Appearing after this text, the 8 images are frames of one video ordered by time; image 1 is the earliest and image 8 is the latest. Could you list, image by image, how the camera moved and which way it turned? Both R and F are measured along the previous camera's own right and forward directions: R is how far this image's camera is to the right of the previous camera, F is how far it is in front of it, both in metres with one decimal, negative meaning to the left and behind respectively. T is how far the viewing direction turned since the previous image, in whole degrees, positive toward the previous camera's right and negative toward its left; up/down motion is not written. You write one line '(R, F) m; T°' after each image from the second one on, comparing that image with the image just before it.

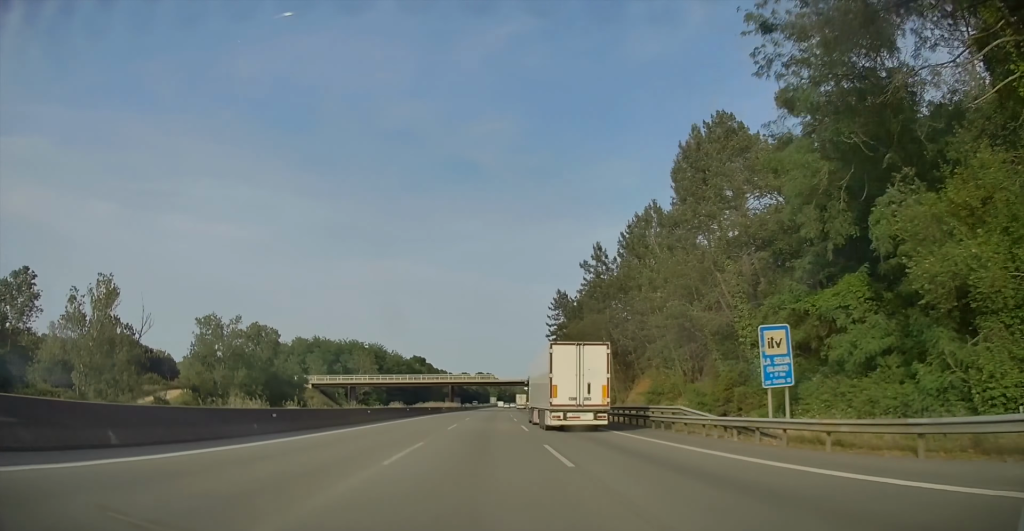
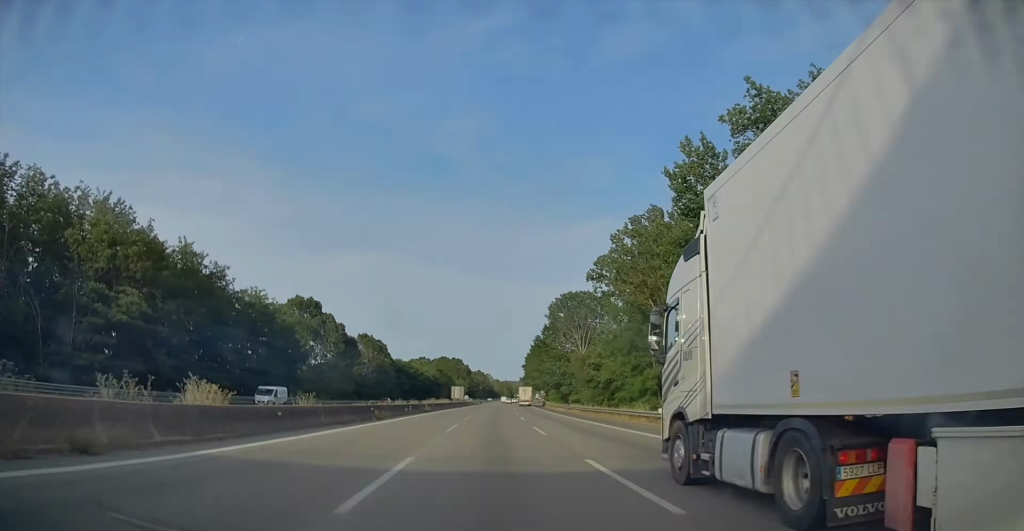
(+3.3, +122.9) m; +2°
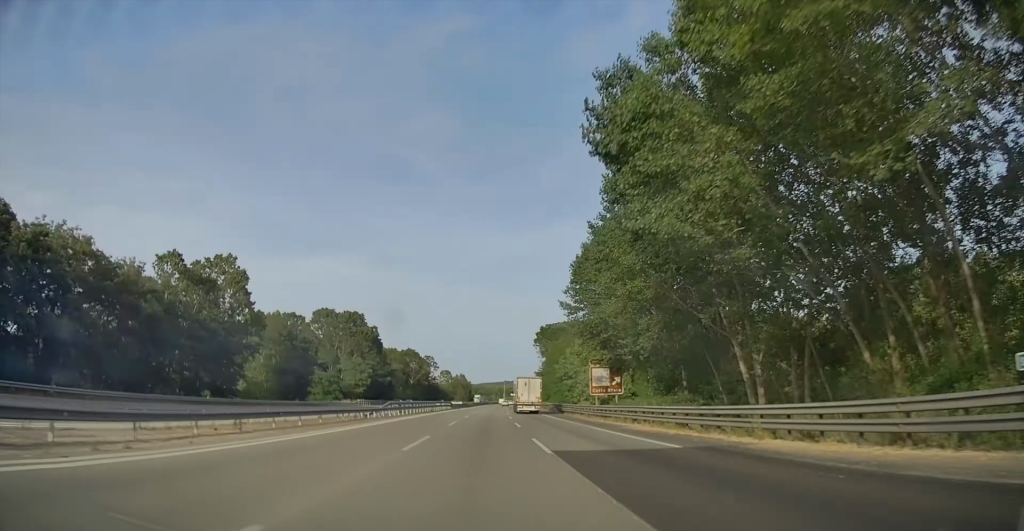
(+5.4, +188.1) m; +3°
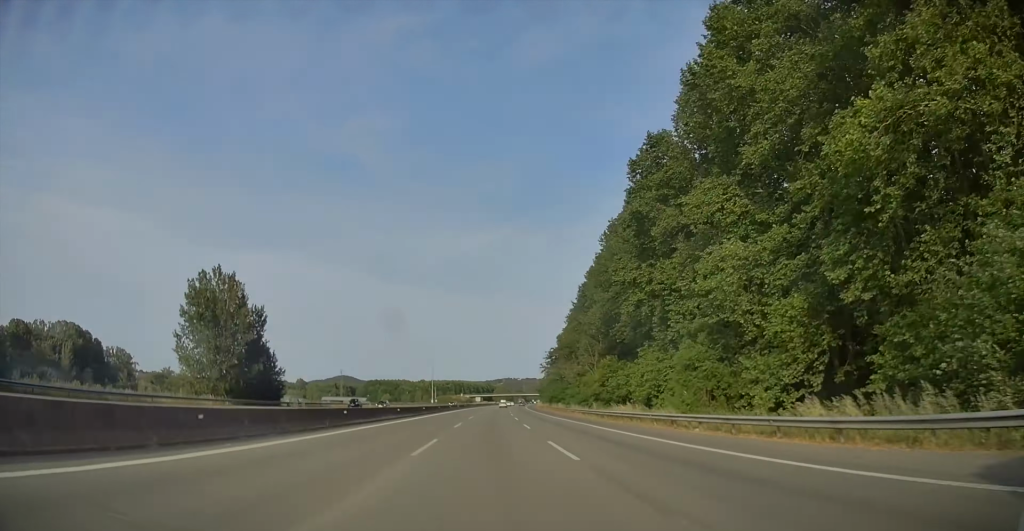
(+11.4, +265.6) m; +5°
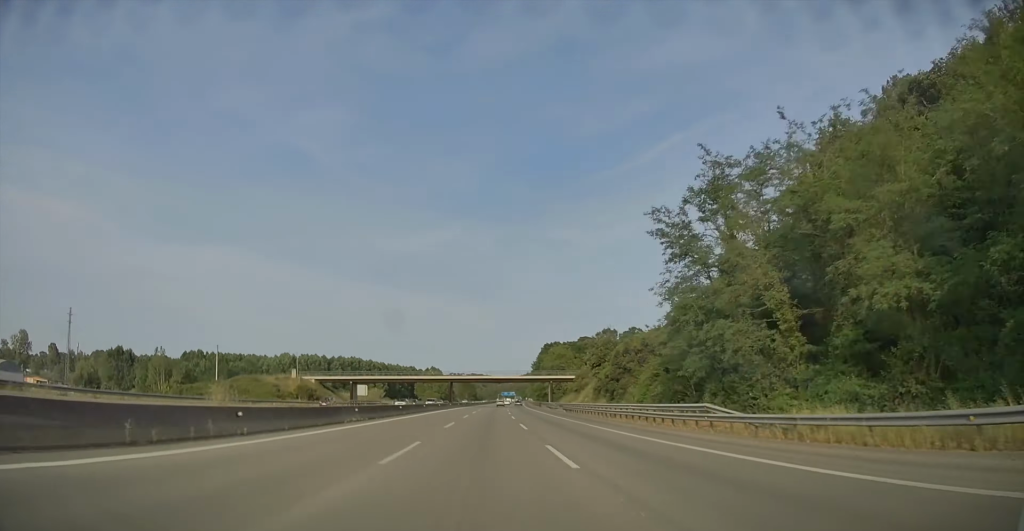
(+11.6, +267.9) m; +4°
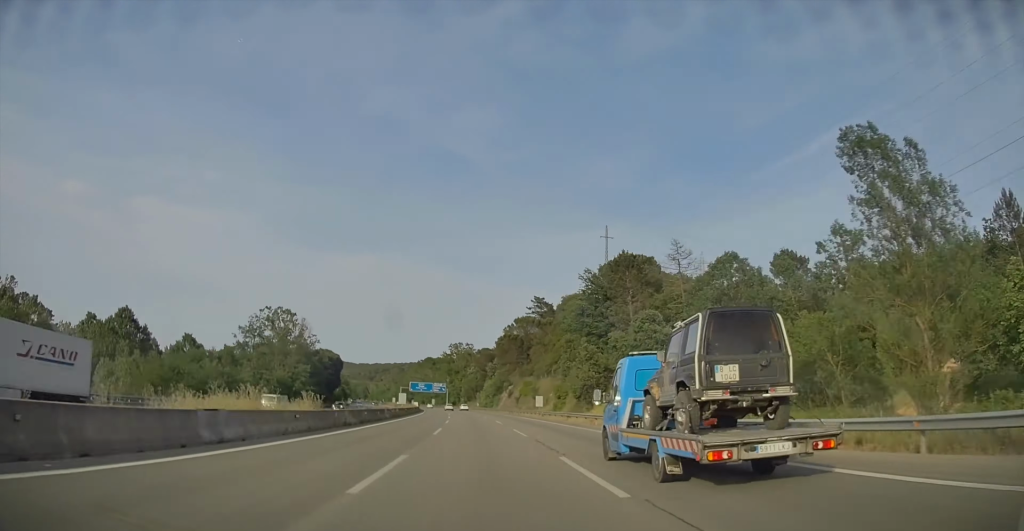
(-67.0, +937.2) m; -20°
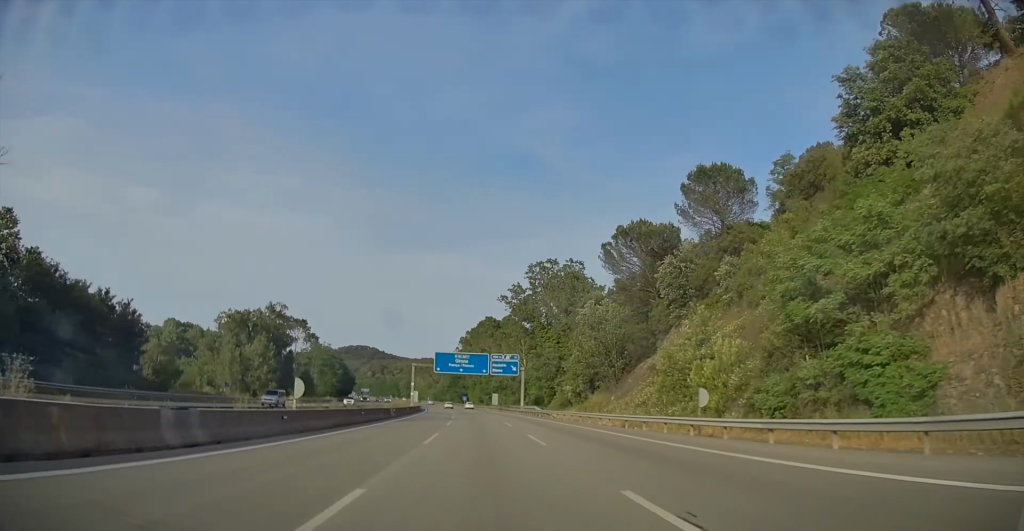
(-8.7, +151.4) m; -7°
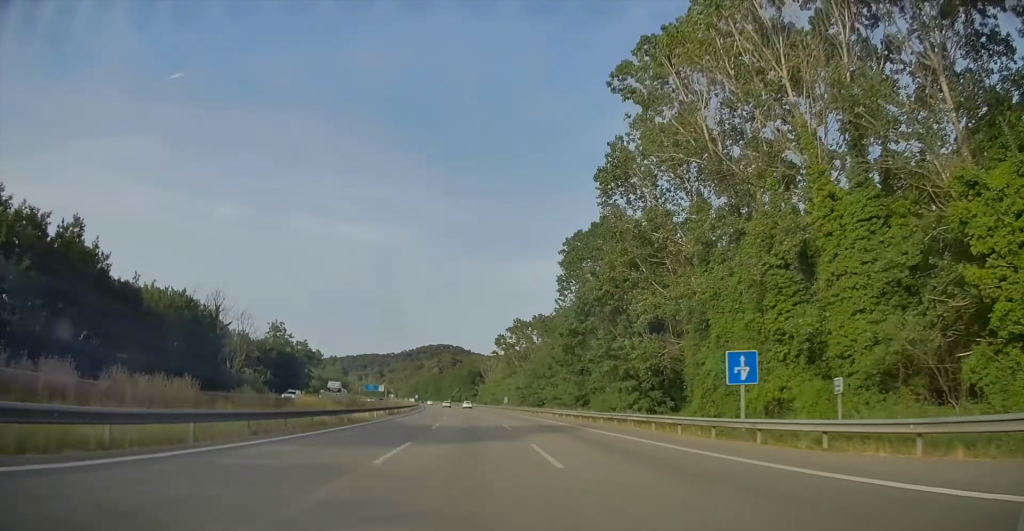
(-8.8, +177.9) m; -8°
